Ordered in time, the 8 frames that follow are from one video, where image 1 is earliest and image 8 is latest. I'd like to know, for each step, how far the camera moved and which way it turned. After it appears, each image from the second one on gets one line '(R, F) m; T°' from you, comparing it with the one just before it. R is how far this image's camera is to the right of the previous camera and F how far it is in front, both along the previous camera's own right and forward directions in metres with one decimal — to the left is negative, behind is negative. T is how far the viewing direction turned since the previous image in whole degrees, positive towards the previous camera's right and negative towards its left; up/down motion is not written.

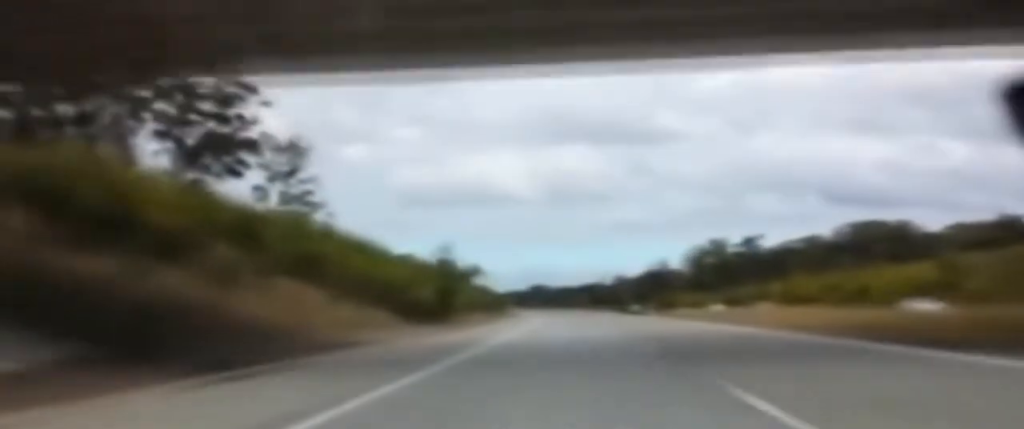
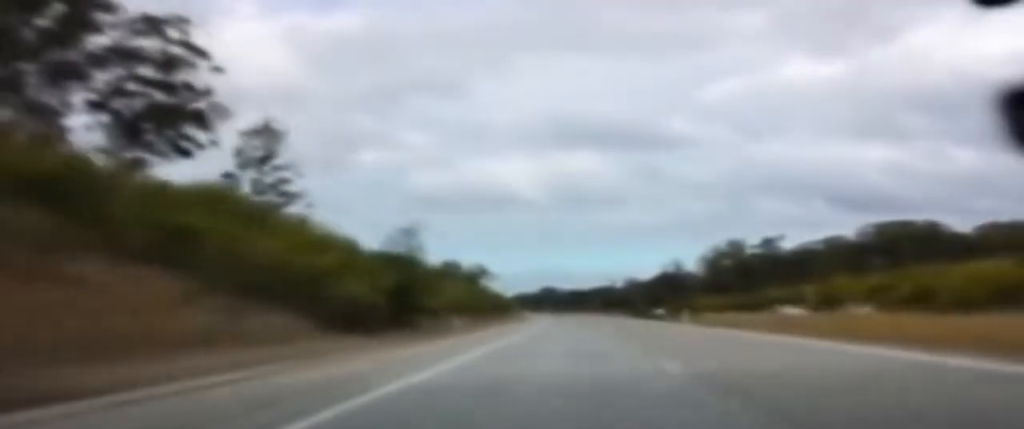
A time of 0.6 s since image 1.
(0.0, +18.1) m; 0°
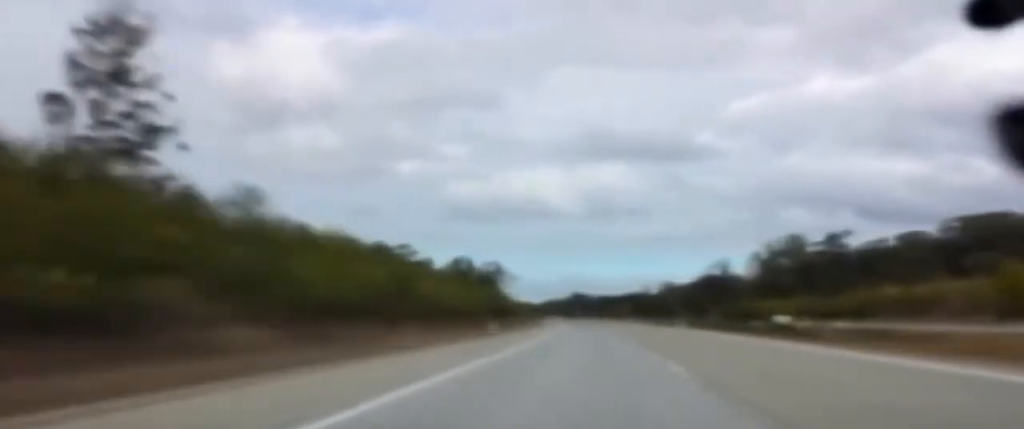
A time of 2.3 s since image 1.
(-1.7, +50.0) m; -3°
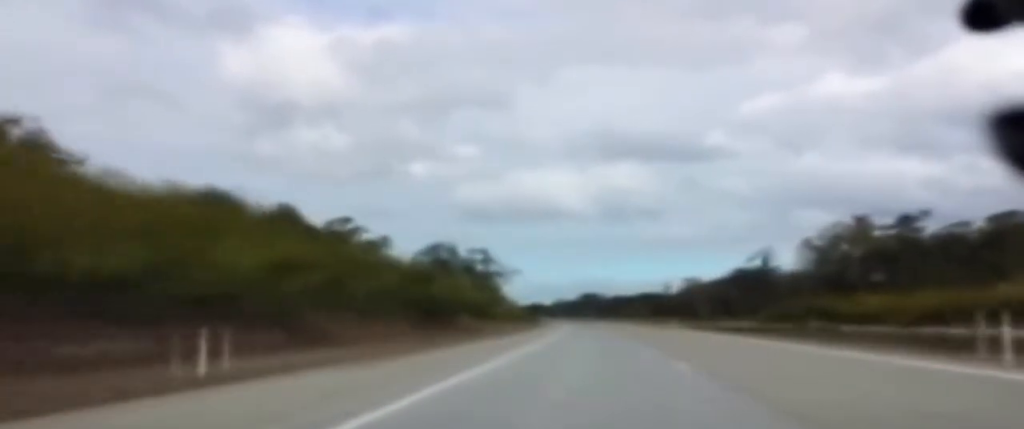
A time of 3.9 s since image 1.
(+0.4, +48.6) m; +1°
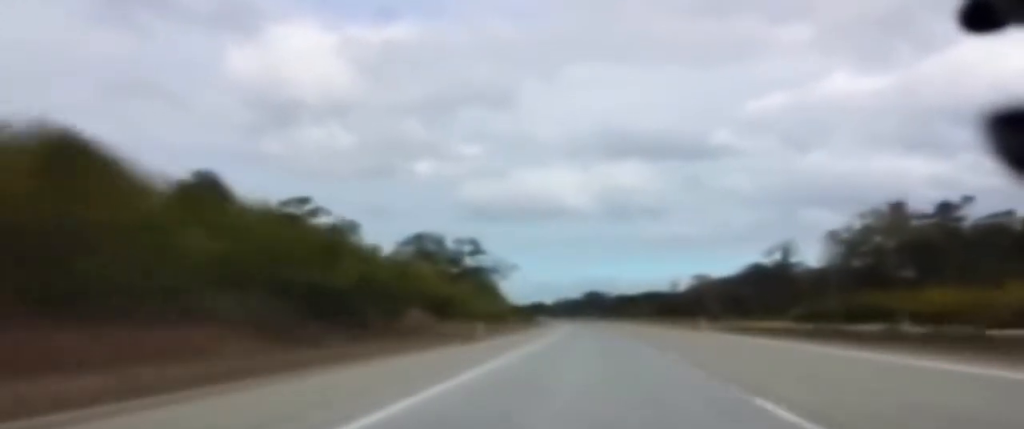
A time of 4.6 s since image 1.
(0.0, +20.8) m; 0°
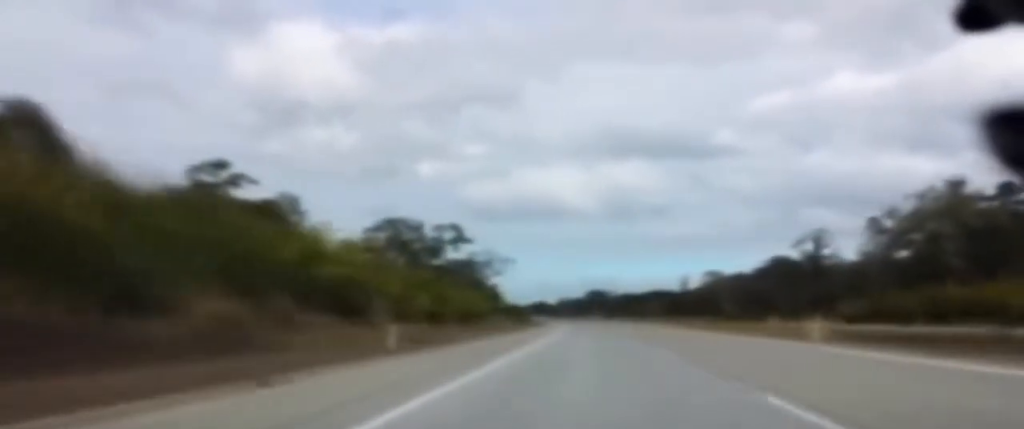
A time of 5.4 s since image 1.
(+0.2, +24.9) m; -1°
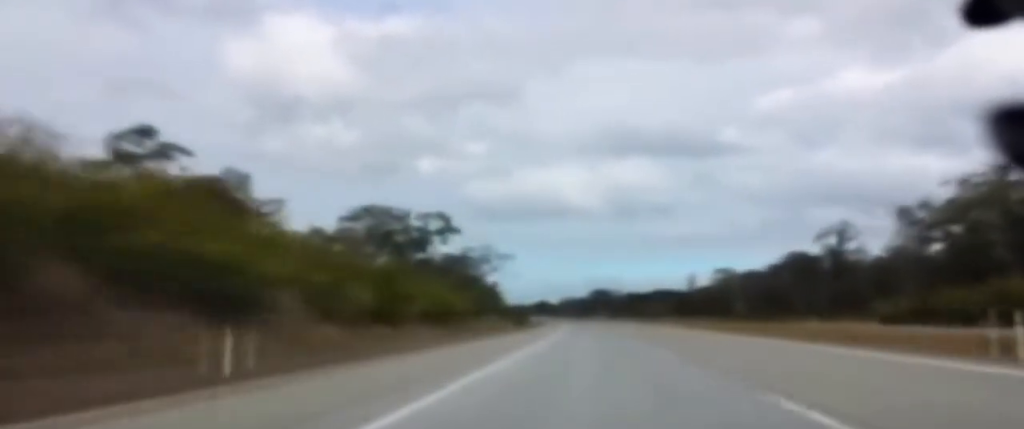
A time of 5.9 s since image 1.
(-0.3, +13.1) m; -1°
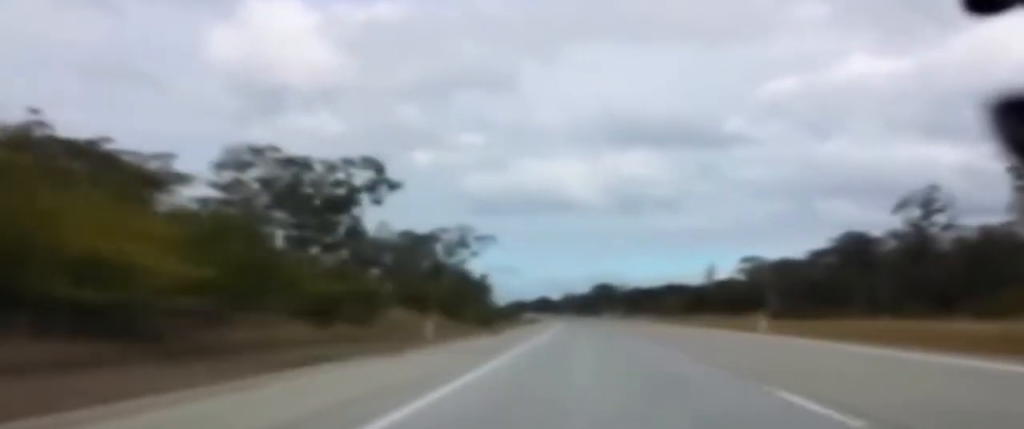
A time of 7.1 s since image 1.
(-0.5, +37.6) m; -1°
